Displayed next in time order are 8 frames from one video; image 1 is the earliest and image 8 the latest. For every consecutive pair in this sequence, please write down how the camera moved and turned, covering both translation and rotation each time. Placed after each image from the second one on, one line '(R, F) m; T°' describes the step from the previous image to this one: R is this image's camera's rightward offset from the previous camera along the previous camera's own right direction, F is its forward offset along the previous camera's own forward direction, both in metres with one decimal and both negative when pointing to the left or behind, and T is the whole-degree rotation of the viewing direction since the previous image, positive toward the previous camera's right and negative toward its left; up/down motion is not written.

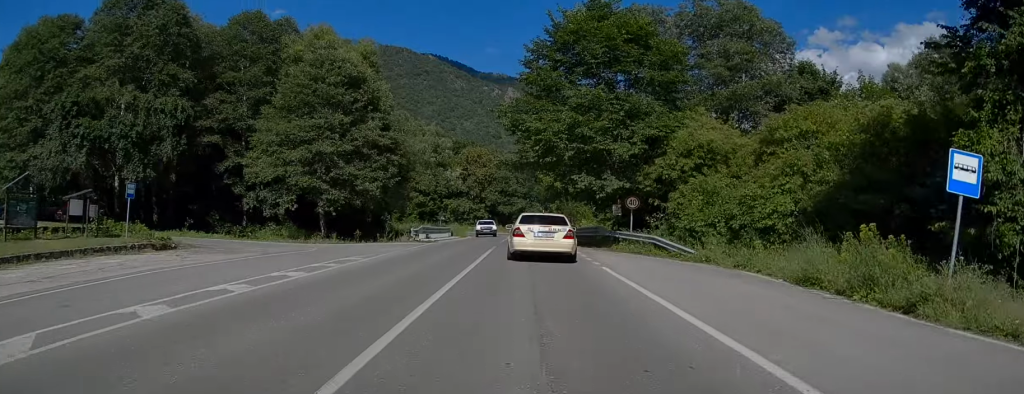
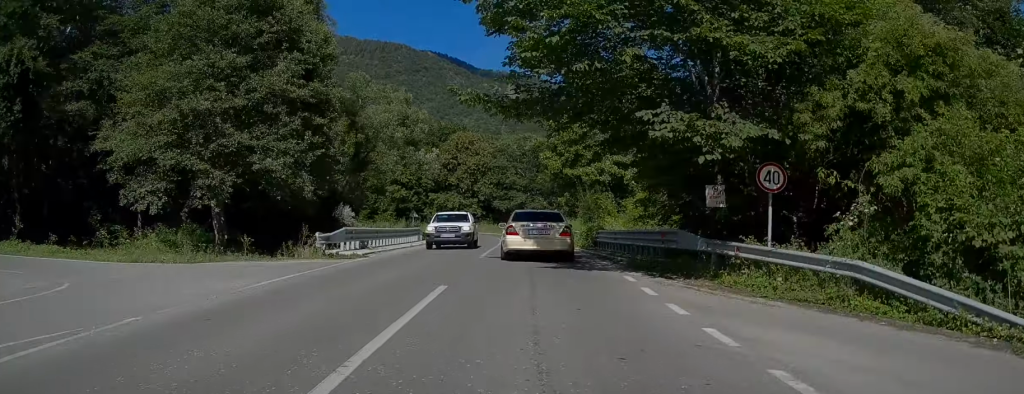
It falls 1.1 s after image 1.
(0.0, +16.0) m; 0°
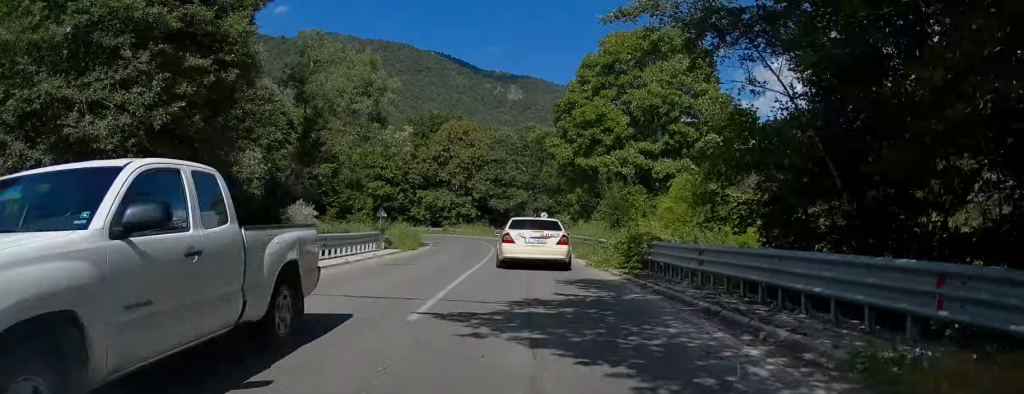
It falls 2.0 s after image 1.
(-0.1, +11.5) m; +1°
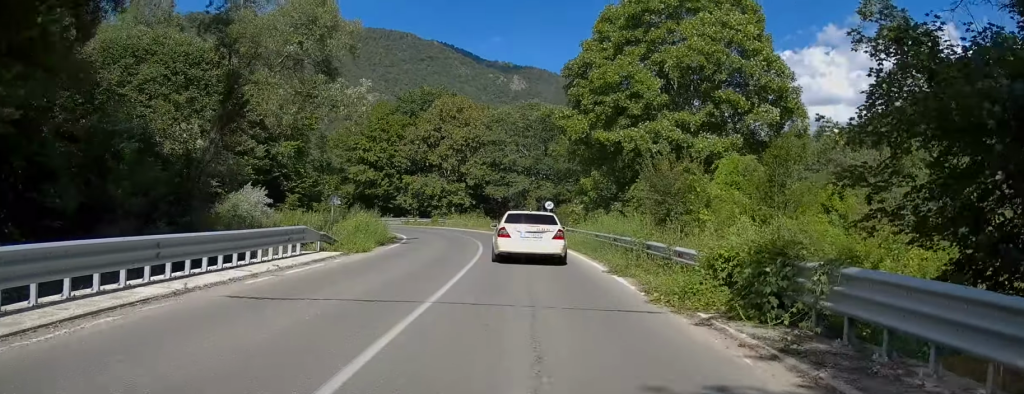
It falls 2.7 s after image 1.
(+0.4, +9.8) m; 0°
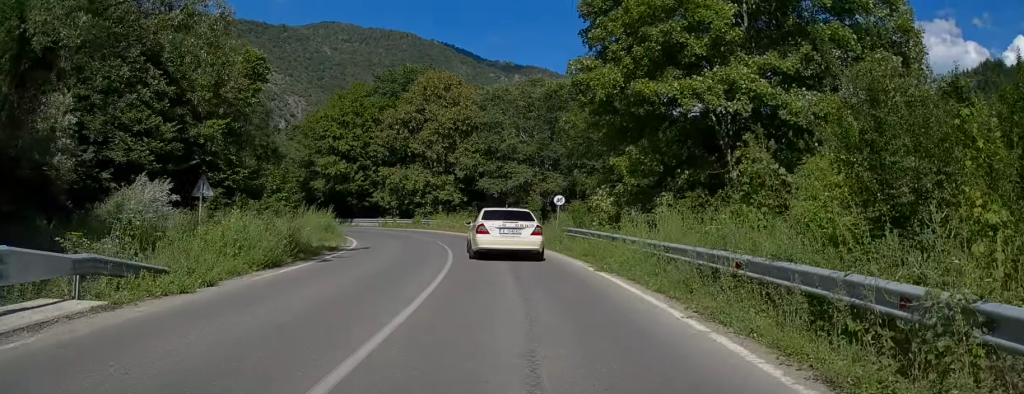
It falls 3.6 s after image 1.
(-0.4, +11.9) m; -2°
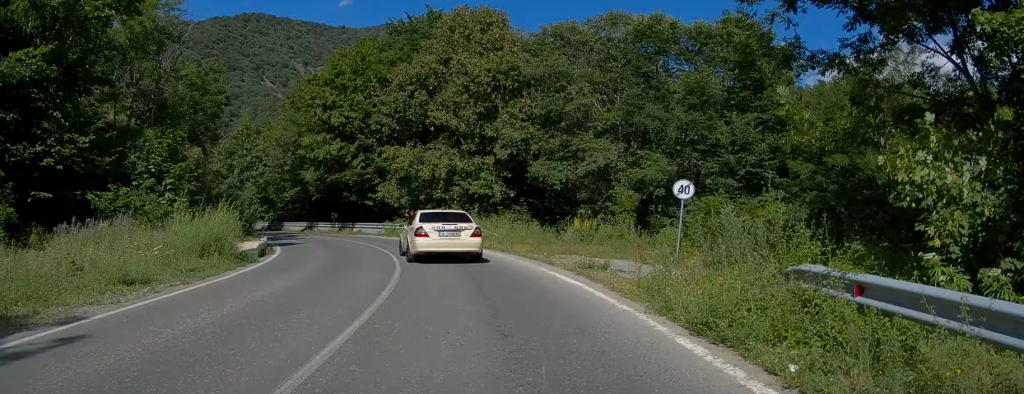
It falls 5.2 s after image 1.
(-0.6, +18.8) m; -7°
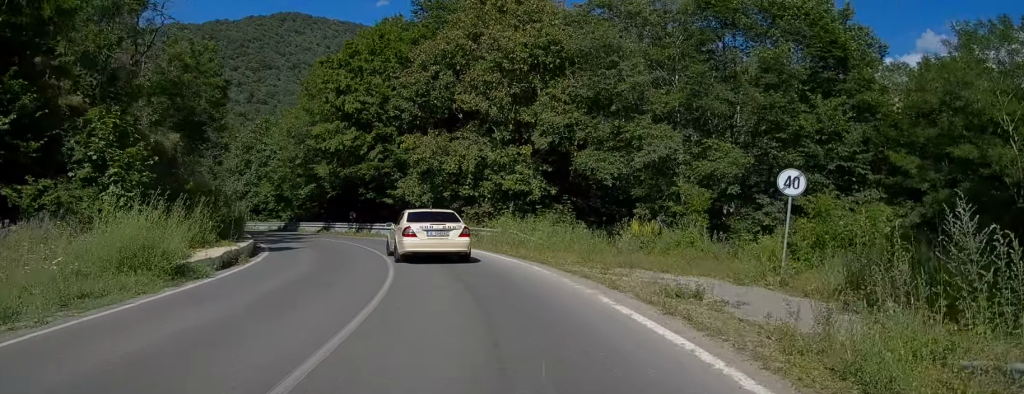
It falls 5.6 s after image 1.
(0.0, +5.2) m; -4°
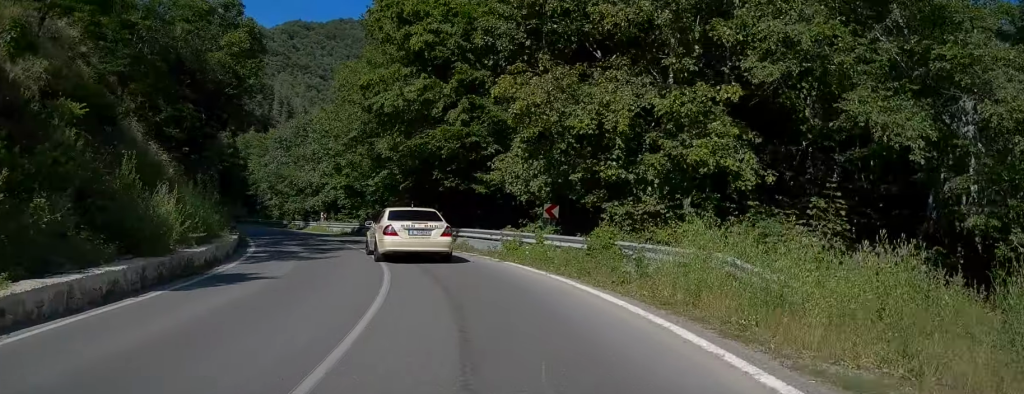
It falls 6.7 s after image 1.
(-1.2, +13.9) m; -10°
